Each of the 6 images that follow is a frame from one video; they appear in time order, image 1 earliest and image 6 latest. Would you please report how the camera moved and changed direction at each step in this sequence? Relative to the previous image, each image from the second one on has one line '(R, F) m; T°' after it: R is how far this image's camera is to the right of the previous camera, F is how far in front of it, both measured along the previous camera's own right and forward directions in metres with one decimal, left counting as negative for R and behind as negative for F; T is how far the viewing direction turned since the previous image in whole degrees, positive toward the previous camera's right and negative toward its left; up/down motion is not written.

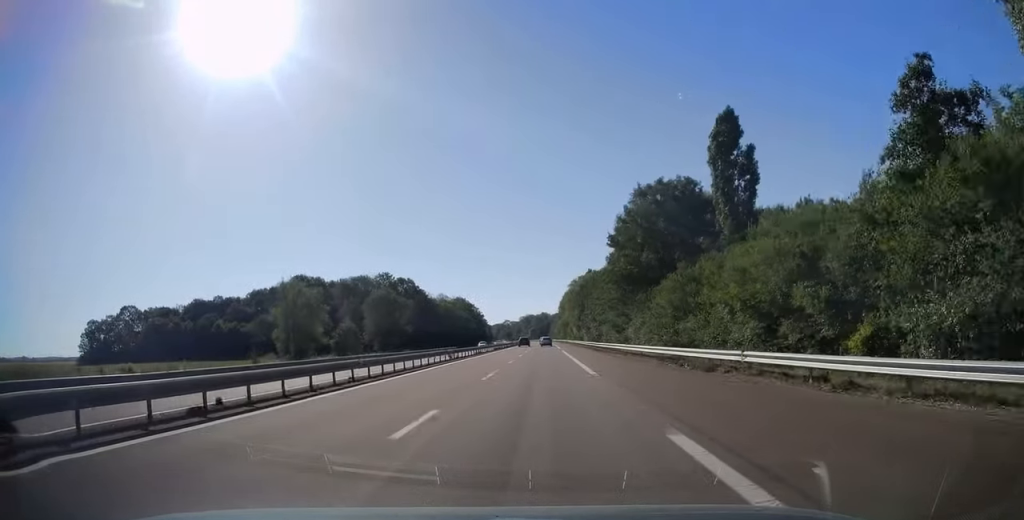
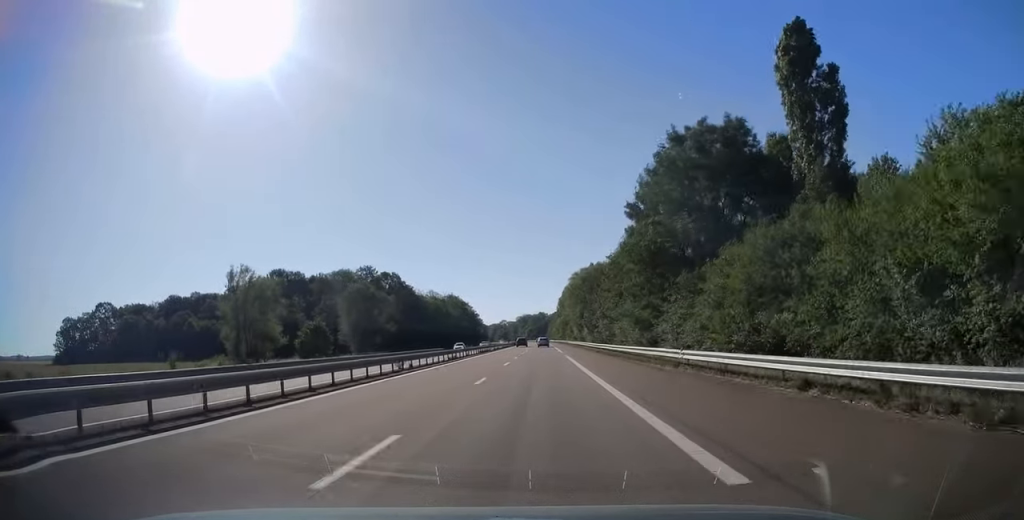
(0.0, +16.0) m; 0°
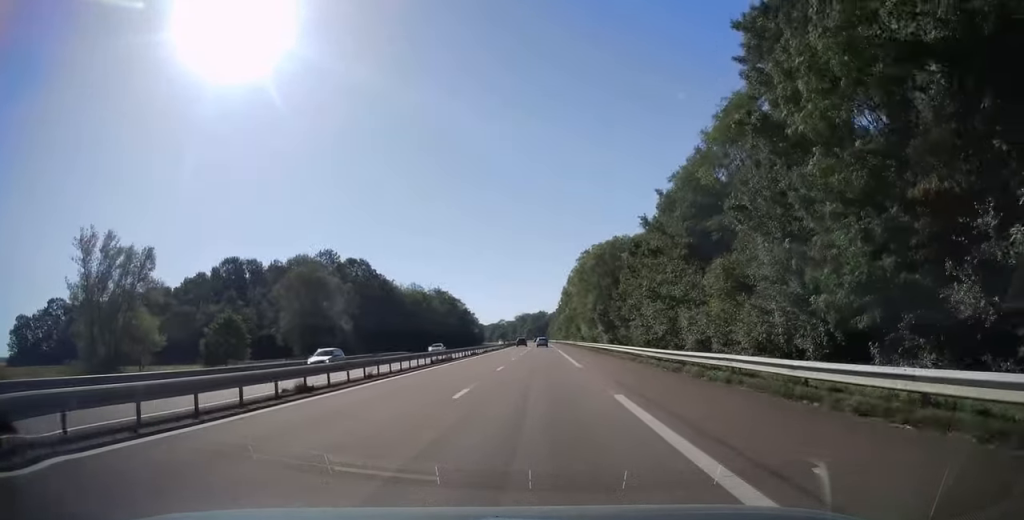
(+0.1, +30.4) m; 0°
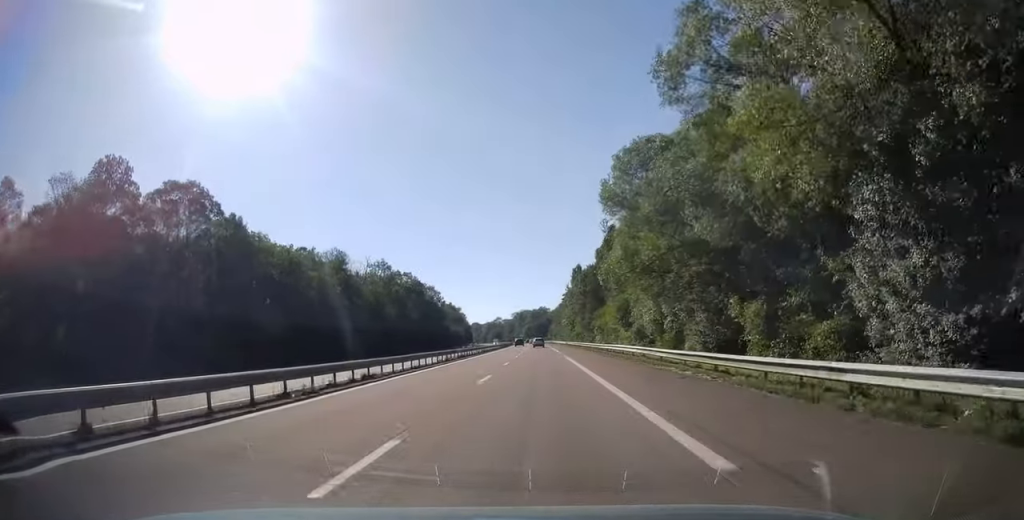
(-0.2, +73.8) m; +1°
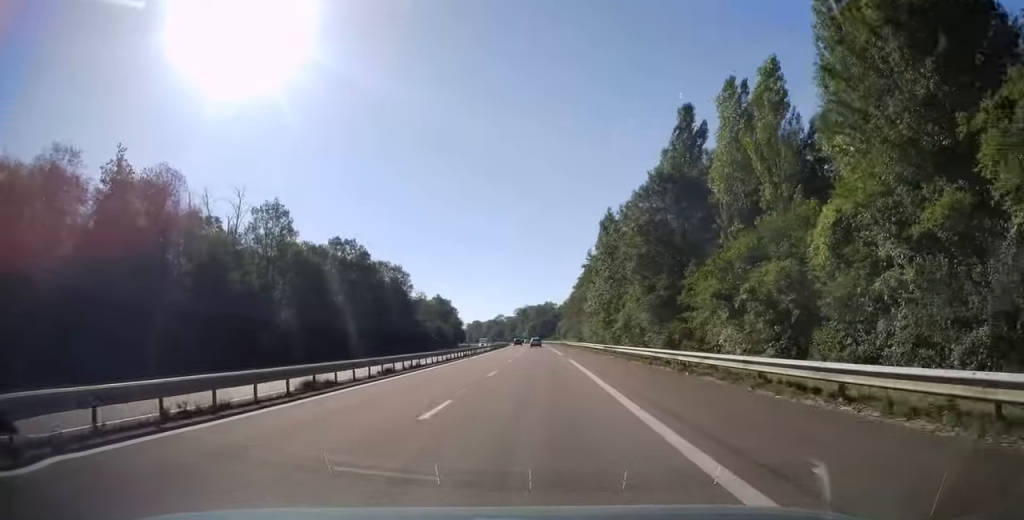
(-0.3, +60.2) m; -1°
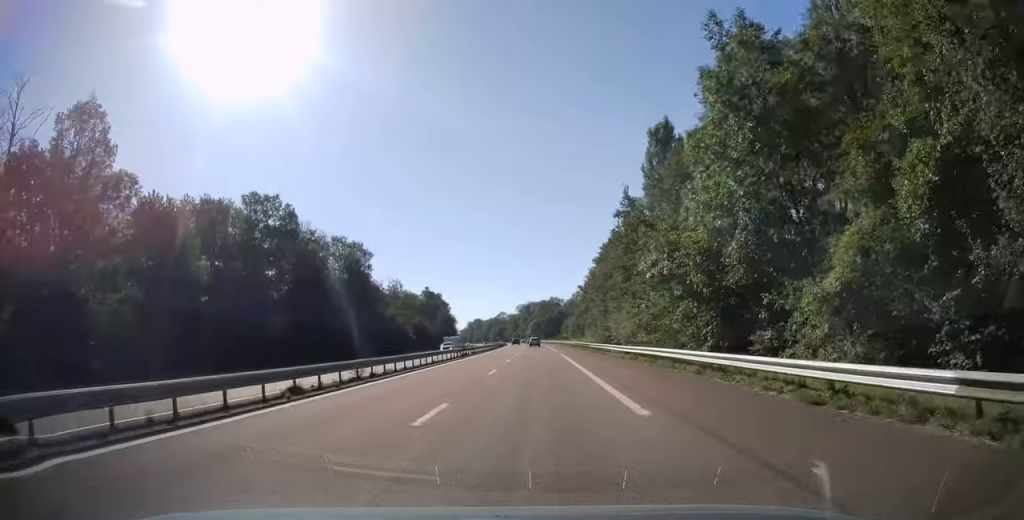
(-0.2, +39.9) m; 0°
